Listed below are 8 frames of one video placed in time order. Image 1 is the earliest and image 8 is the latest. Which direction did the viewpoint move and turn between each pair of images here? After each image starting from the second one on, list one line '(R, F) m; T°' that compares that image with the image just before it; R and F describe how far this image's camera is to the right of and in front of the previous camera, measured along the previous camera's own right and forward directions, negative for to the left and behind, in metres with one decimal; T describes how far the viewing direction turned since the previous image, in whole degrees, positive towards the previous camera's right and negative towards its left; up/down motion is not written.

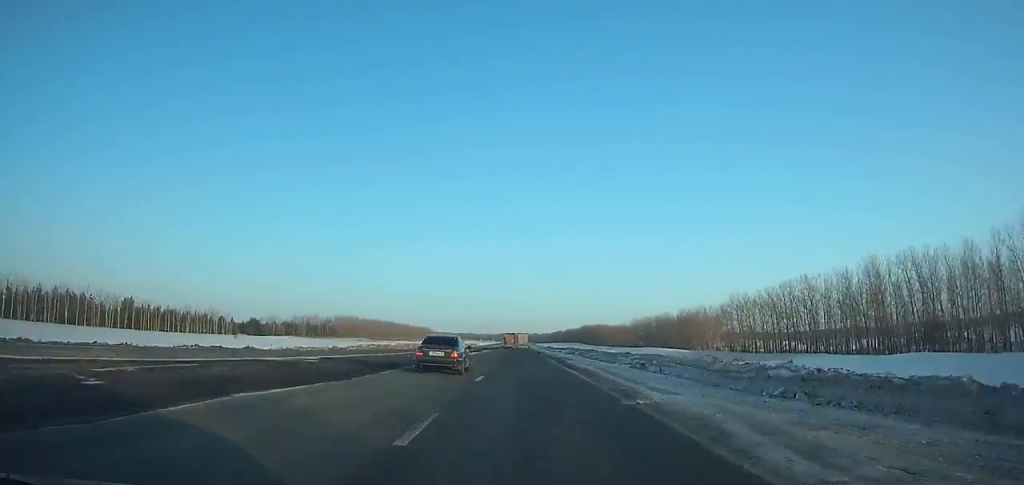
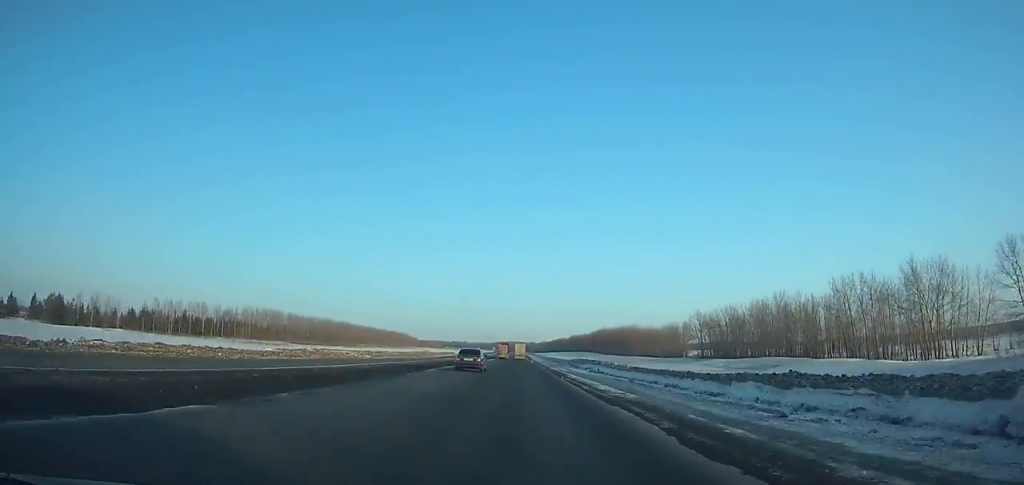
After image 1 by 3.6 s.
(0.0, +99.5) m; 0°
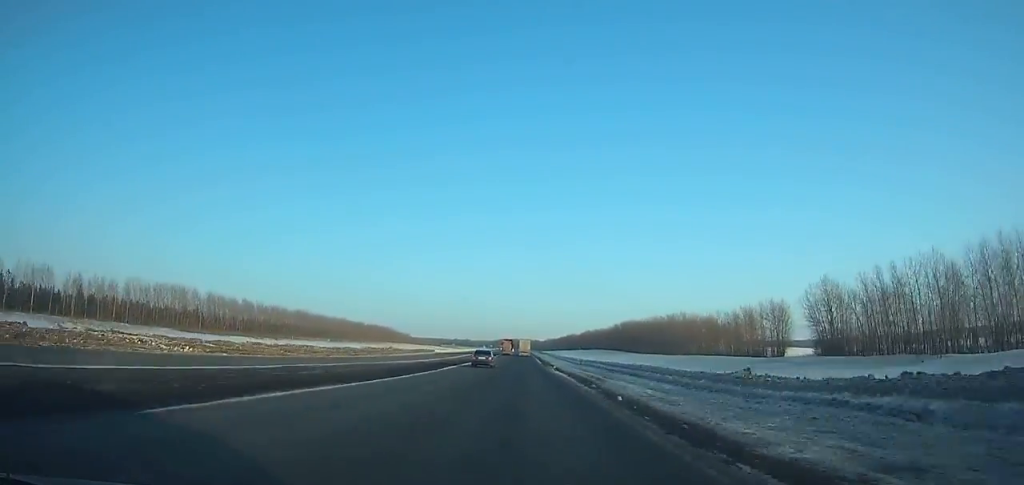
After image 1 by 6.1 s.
(-0.2, +70.3) m; -1°
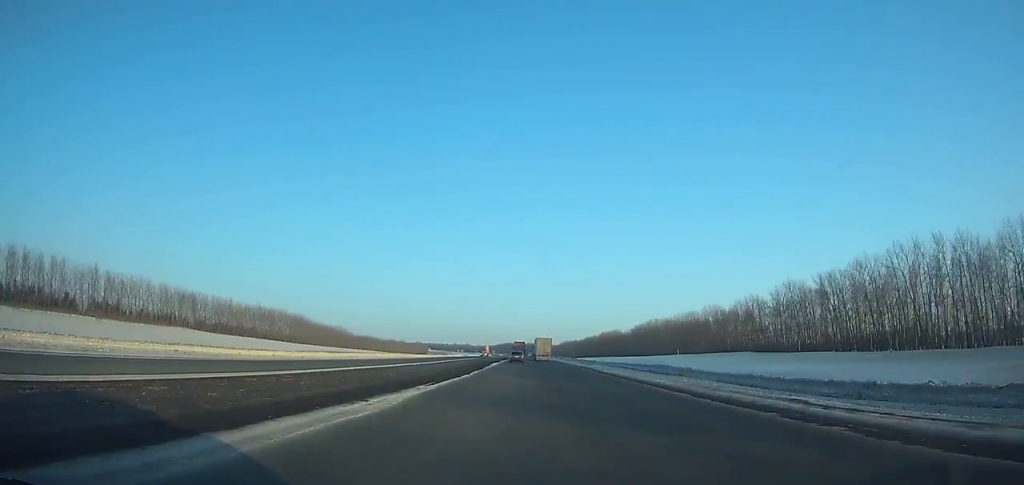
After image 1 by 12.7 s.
(-1.6, +191.4) m; 0°
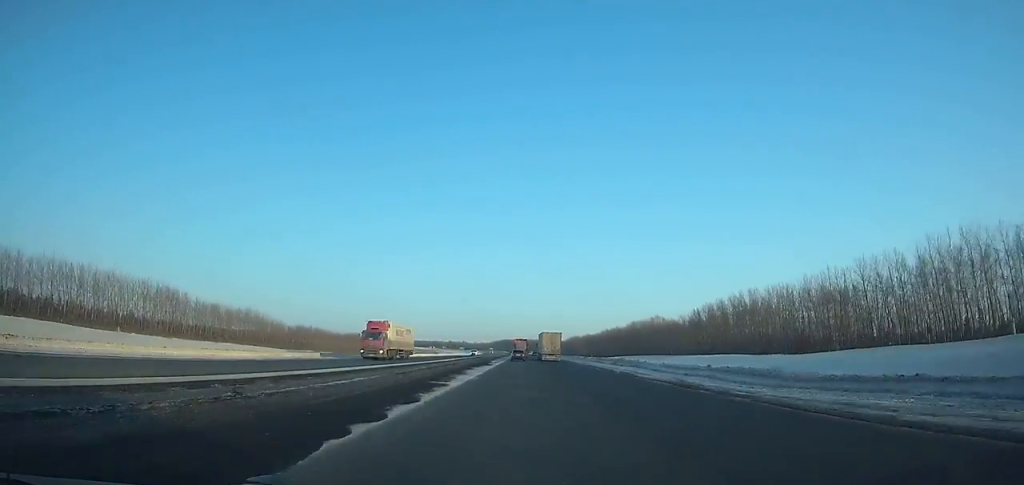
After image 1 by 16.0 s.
(+0.3, +98.3) m; 0°
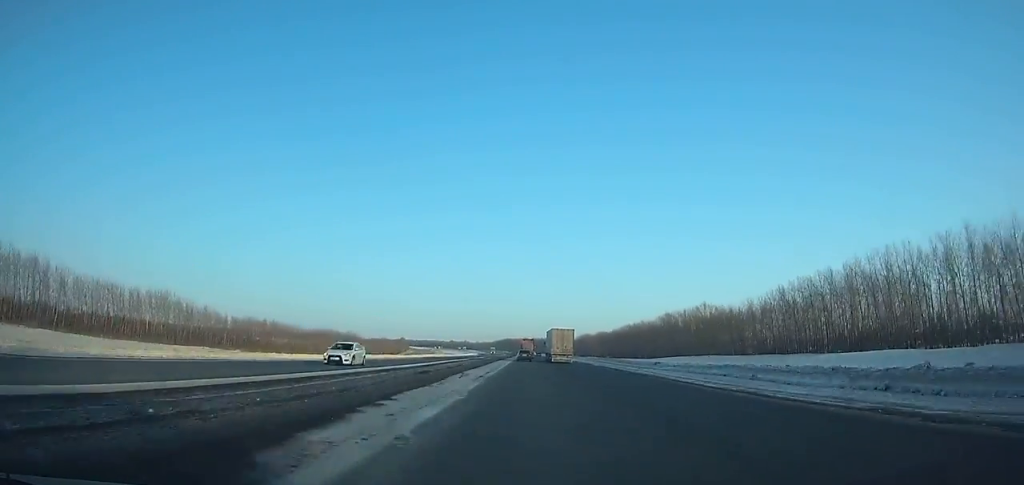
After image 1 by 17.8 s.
(-0.1, +54.1) m; 0°
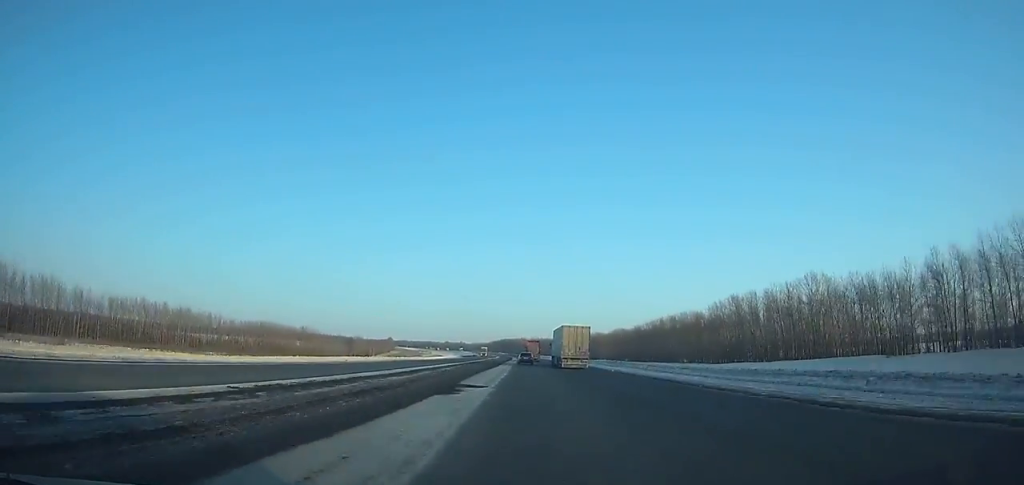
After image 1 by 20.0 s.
(0.0, +66.2) m; 0°
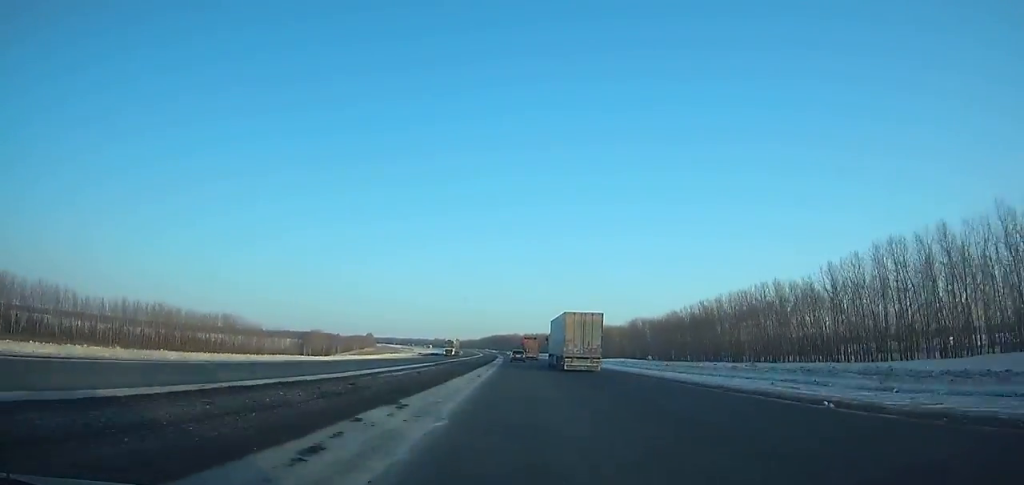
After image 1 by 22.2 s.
(+0.4, +66.2) m; 0°
